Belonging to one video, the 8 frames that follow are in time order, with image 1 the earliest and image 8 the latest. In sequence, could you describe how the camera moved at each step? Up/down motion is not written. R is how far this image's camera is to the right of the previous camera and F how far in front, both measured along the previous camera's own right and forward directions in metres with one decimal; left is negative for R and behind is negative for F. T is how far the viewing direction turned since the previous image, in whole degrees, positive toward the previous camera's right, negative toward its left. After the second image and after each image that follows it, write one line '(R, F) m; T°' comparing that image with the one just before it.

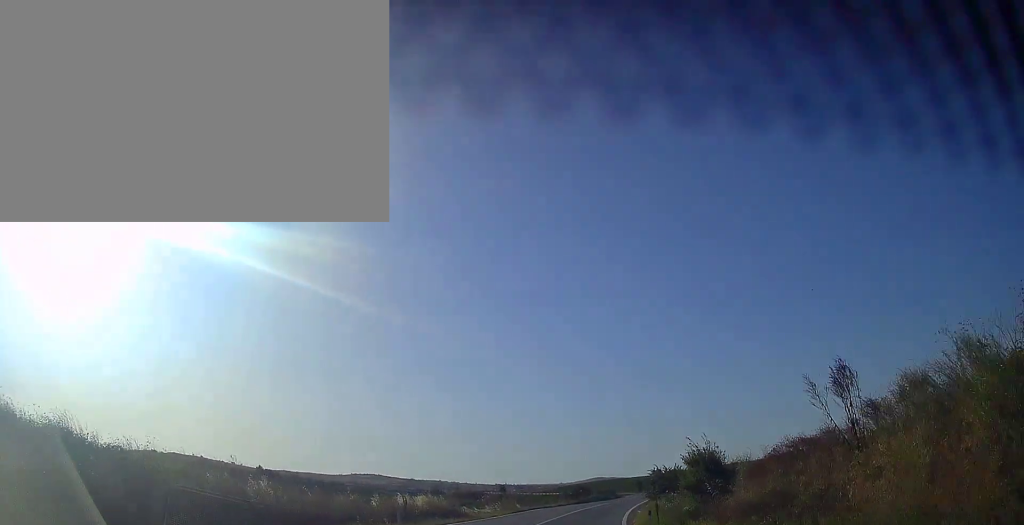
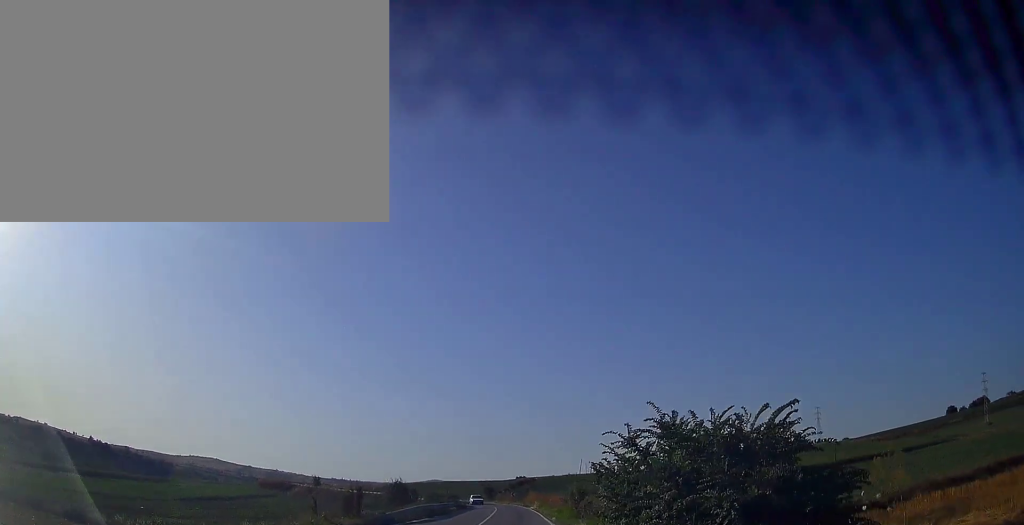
(+8.1, +40.1) m; +19°
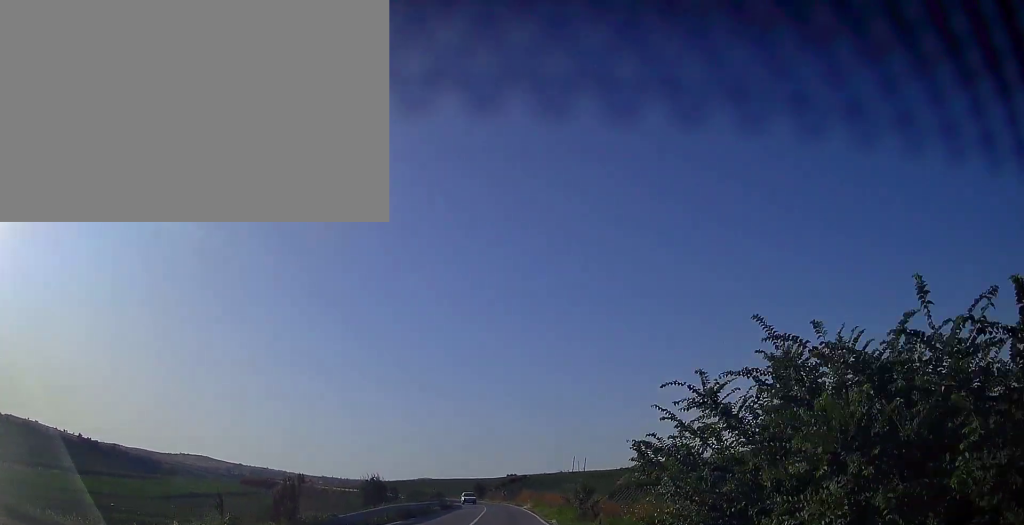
(+0.1, +6.2) m; +1°
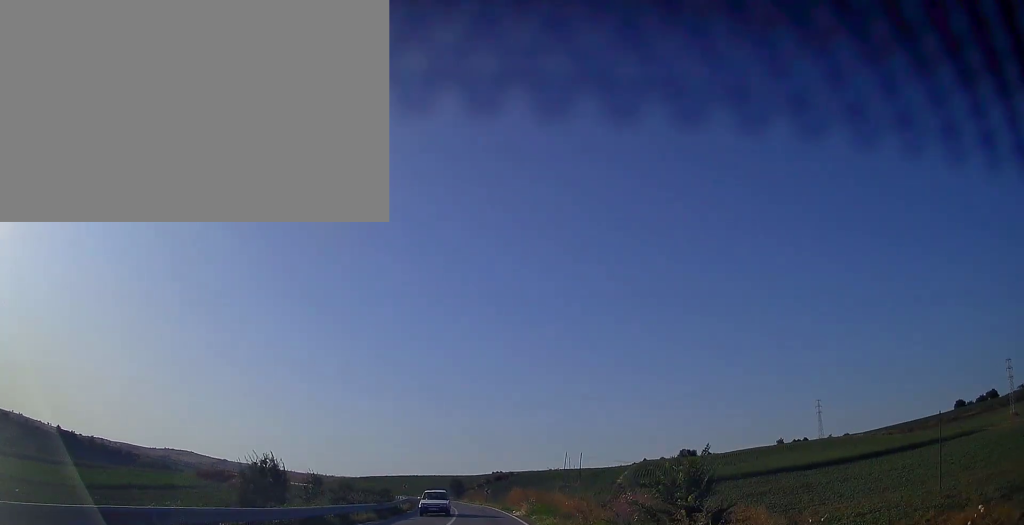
(+0.5, +19.3) m; +2°
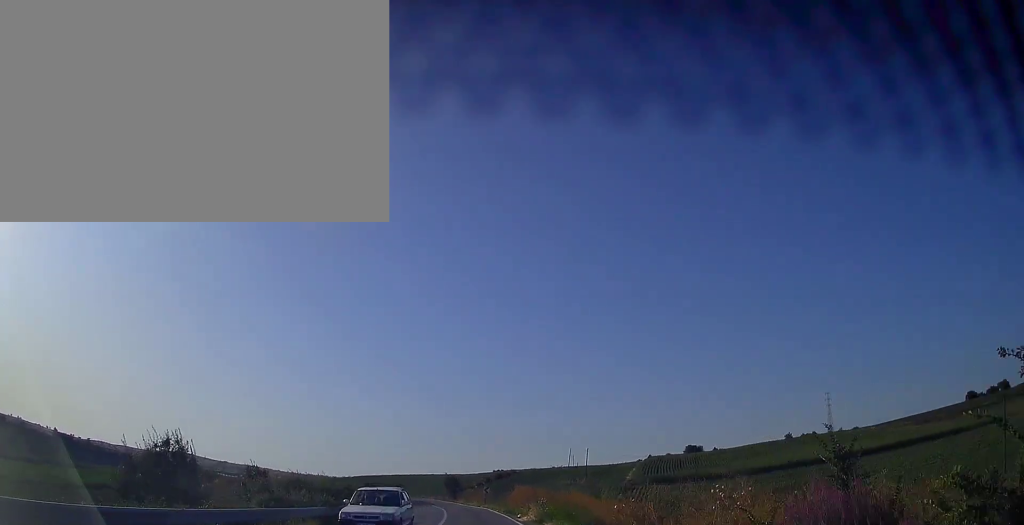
(+0.1, +9.0) m; 0°
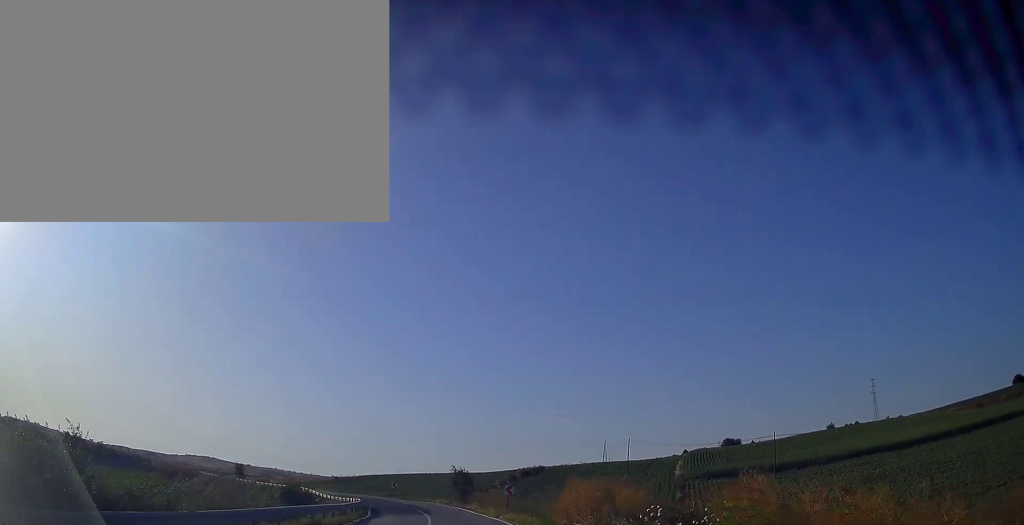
(-0.1, +19.8) m; -2°
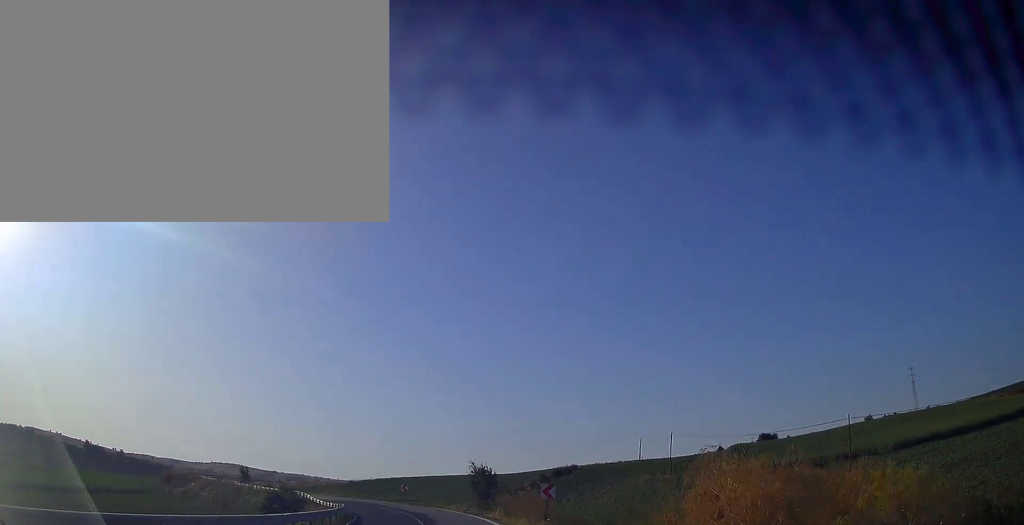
(0.0, +11.3) m; -2°
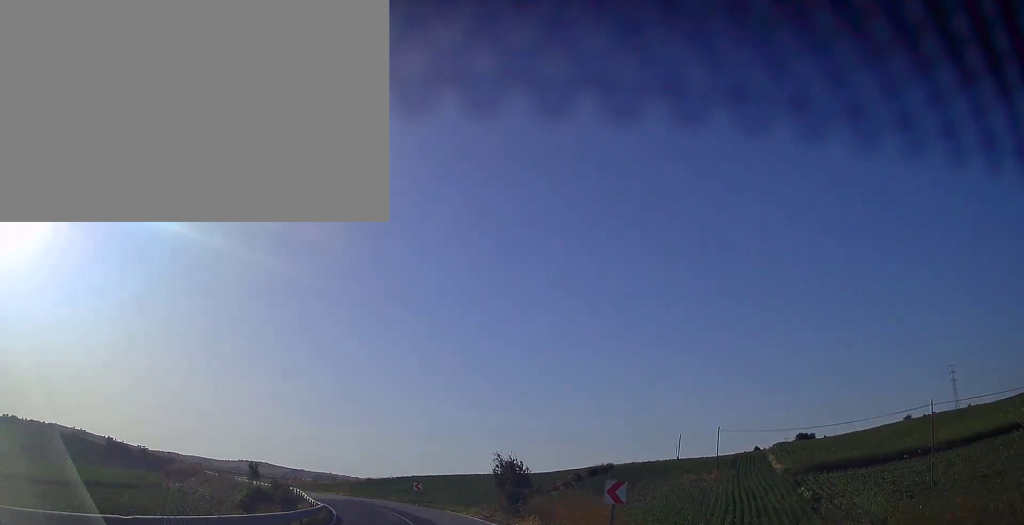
(-0.3, +9.6) m; -3°
